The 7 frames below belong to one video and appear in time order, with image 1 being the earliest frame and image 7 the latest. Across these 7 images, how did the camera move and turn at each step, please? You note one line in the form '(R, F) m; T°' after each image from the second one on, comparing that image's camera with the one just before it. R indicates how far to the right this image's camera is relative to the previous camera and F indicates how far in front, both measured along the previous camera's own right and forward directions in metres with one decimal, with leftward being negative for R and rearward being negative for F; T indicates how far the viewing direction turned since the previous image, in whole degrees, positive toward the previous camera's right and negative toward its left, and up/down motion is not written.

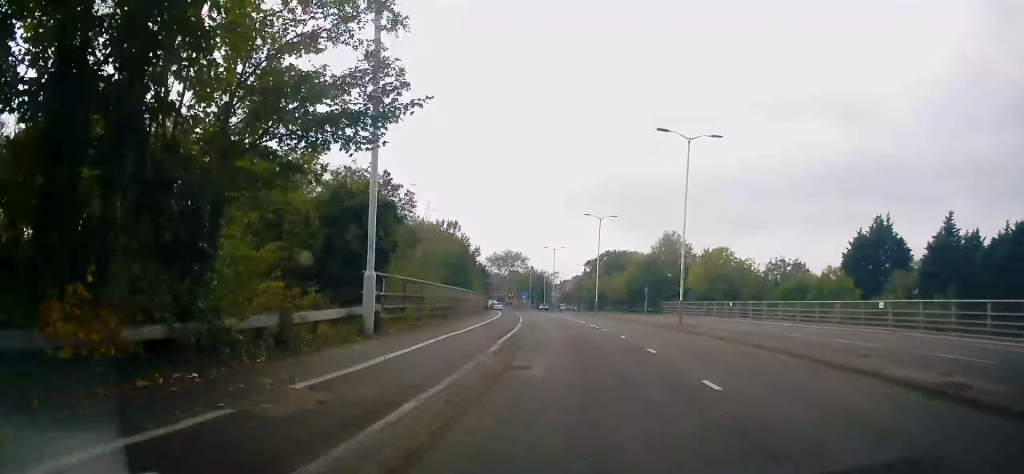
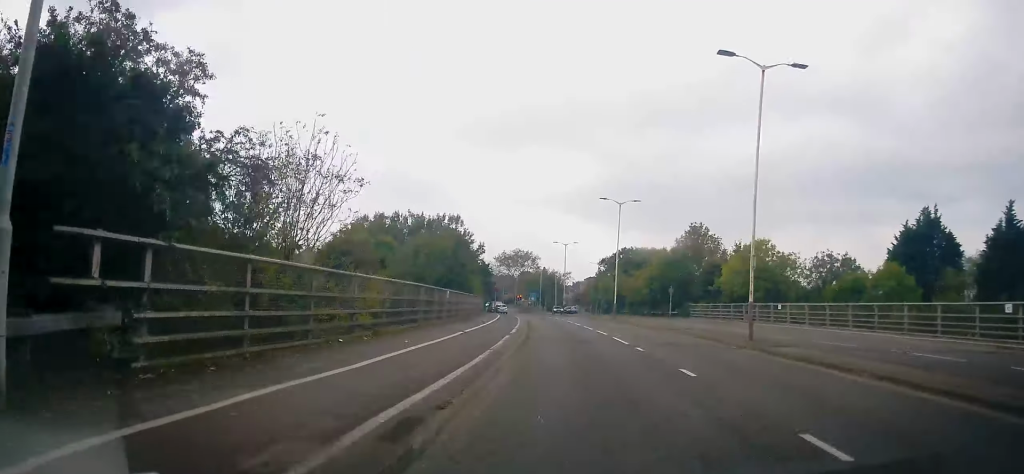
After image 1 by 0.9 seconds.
(-0.2, +10.5) m; -3°
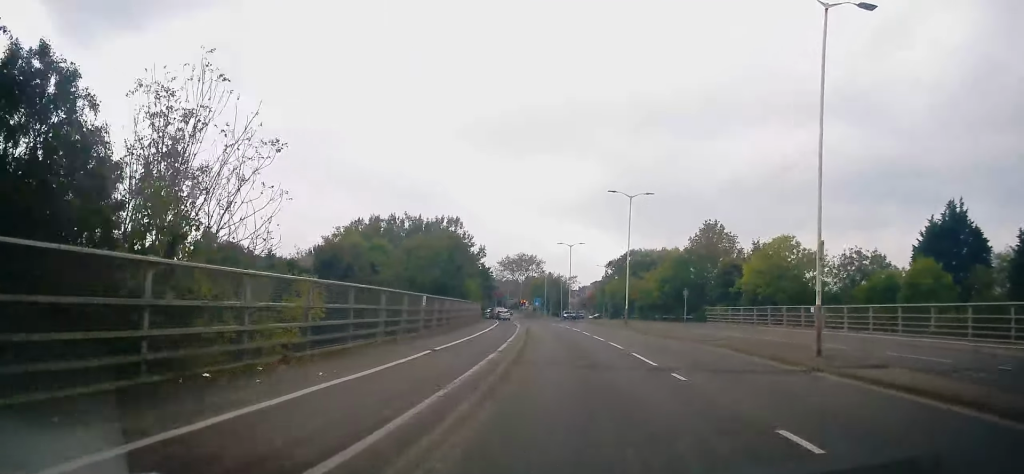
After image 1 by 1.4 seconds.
(-0.2, +5.4) m; -1°
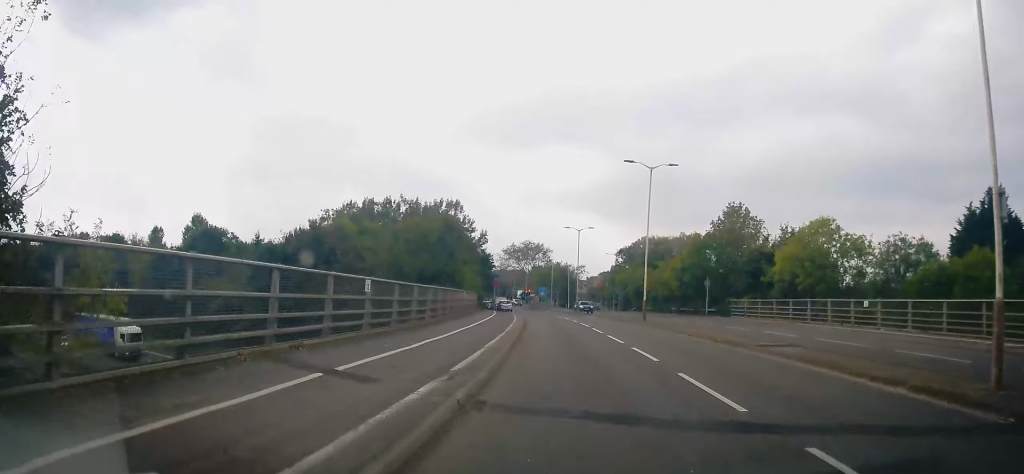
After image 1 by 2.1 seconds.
(-0.1, +7.1) m; -1°
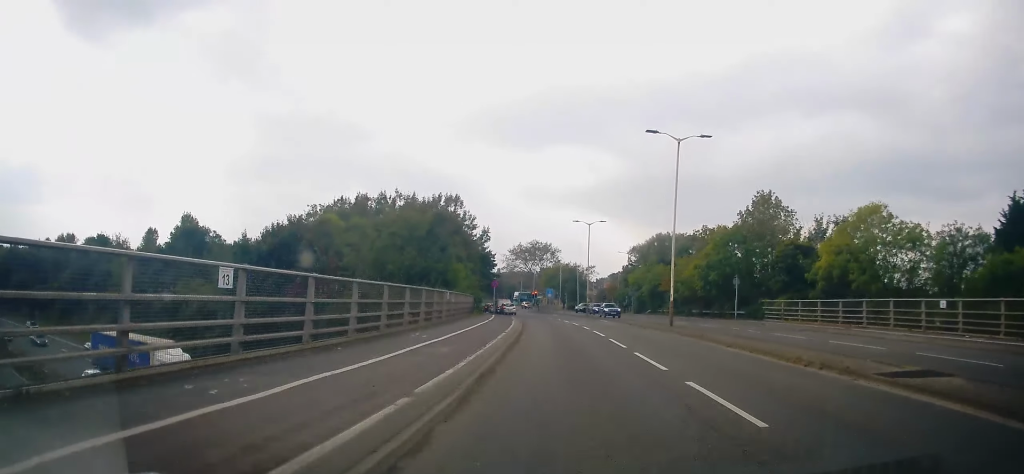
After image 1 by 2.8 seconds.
(+0.2, +7.3) m; -1°
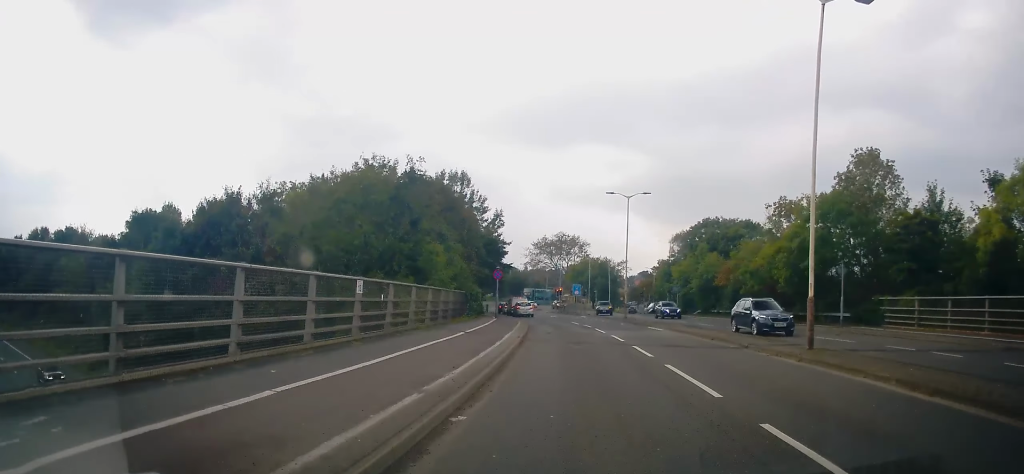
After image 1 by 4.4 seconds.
(-0.1, +15.5) m; -1°
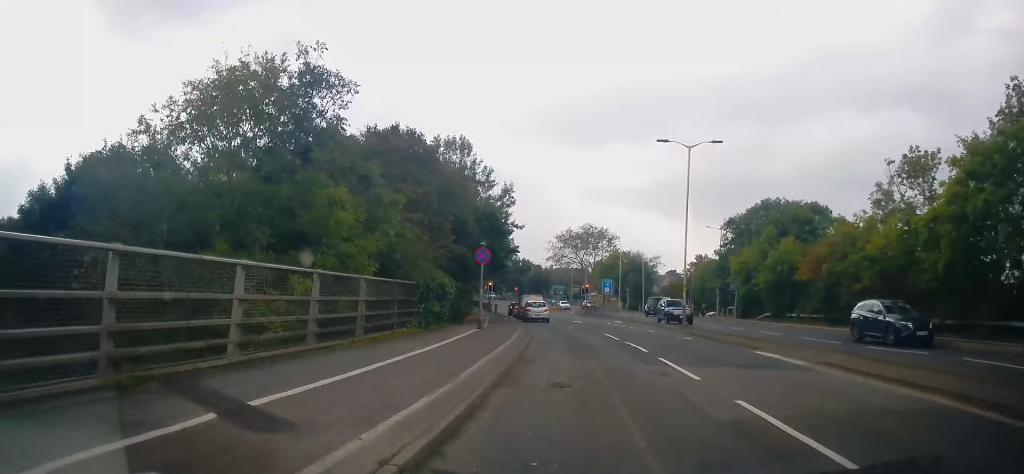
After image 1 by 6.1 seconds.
(-0.6, +15.7) m; -3°
